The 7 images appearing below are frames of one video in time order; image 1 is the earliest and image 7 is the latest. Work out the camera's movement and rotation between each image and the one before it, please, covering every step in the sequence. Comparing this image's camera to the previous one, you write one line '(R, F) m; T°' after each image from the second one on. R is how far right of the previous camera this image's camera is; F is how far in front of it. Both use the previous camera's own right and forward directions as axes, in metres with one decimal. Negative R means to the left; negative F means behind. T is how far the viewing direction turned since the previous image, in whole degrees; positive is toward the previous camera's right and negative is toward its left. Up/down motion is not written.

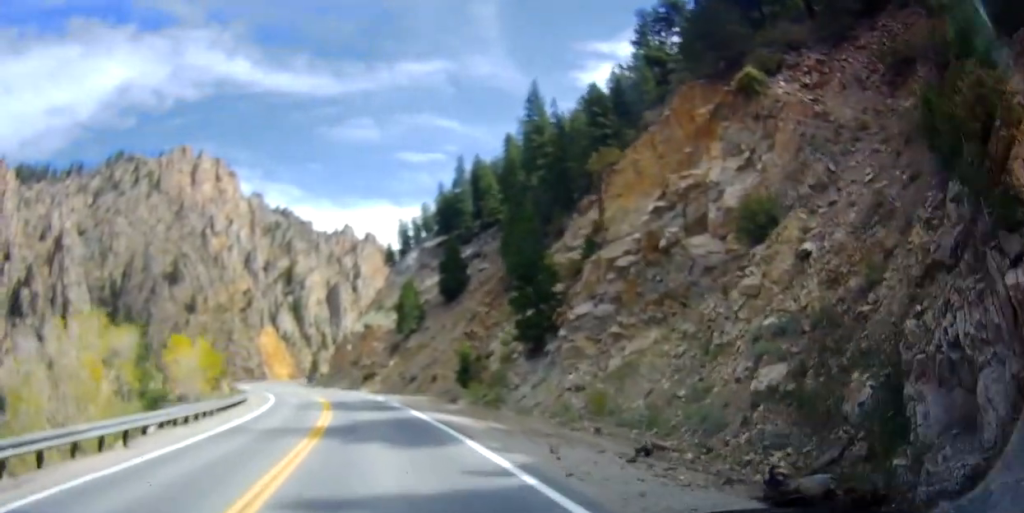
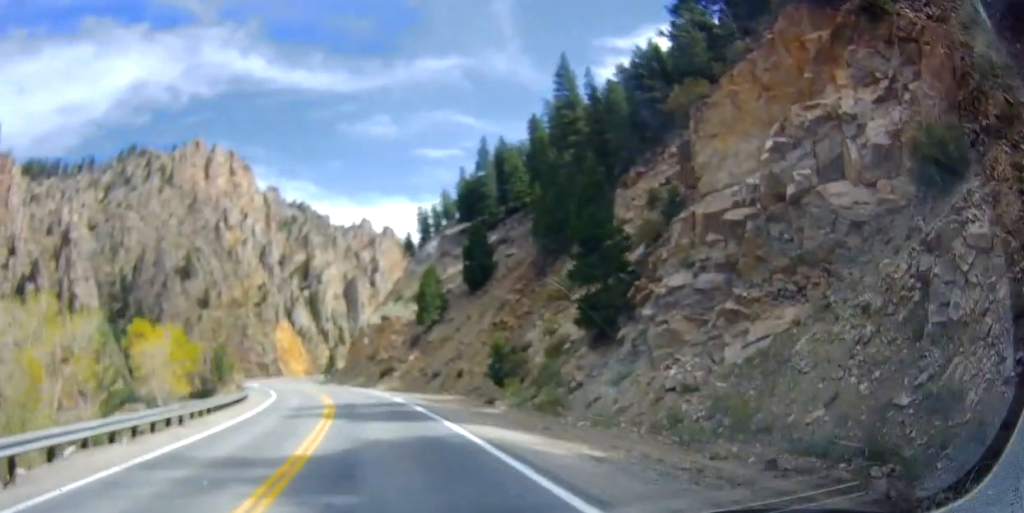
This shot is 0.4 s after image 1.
(-0.1, +7.6) m; -1°
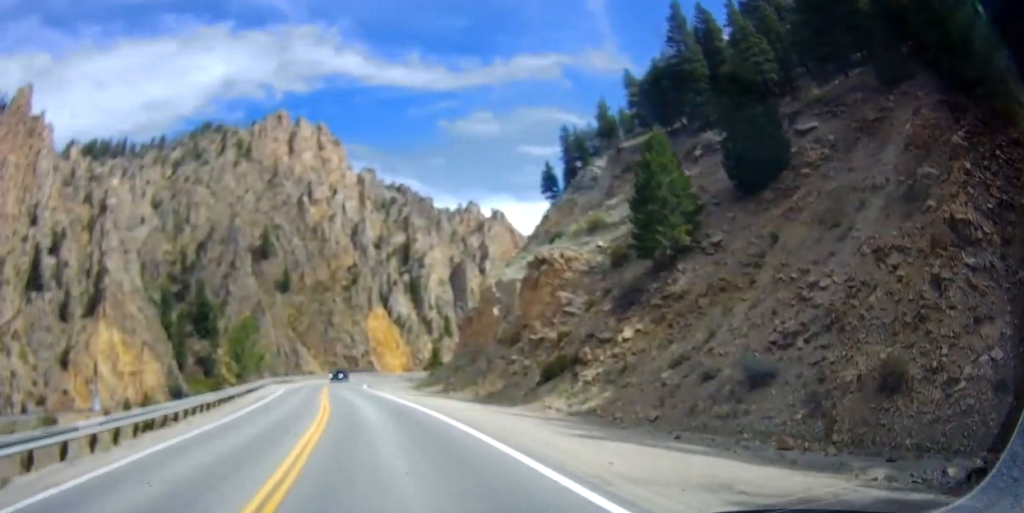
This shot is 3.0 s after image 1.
(-3.8, +46.5) m; -10°
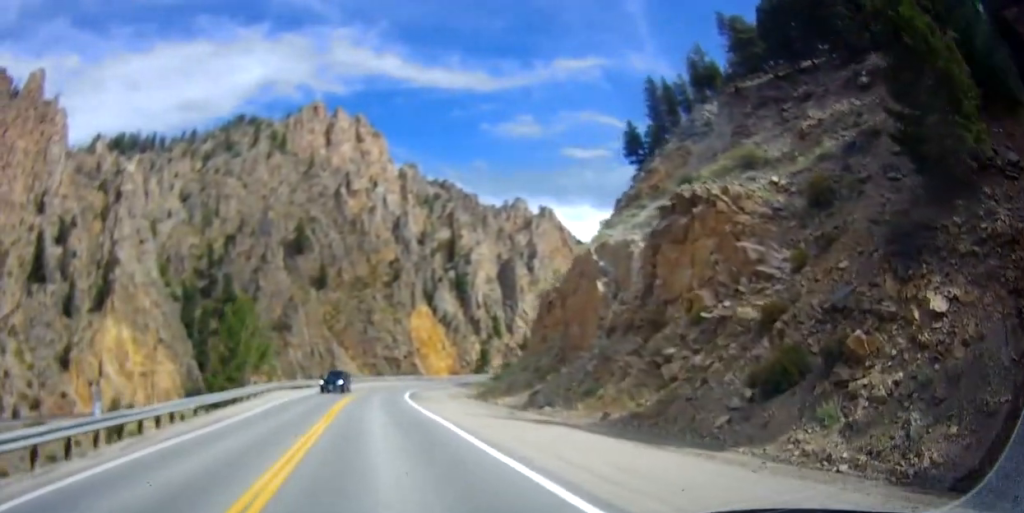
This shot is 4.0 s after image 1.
(-0.5, +18.8) m; -4°
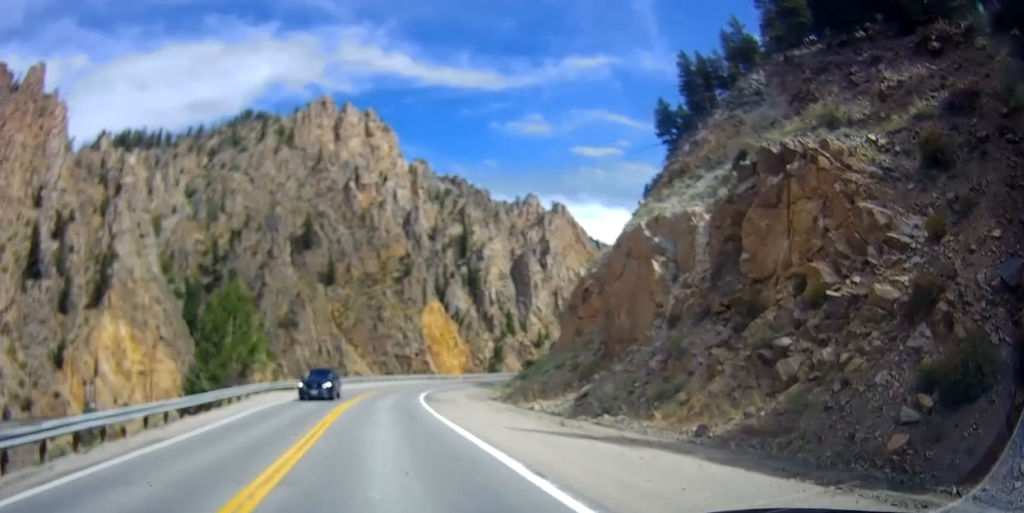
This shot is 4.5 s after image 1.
(-0.3, +7.4) m; -1°
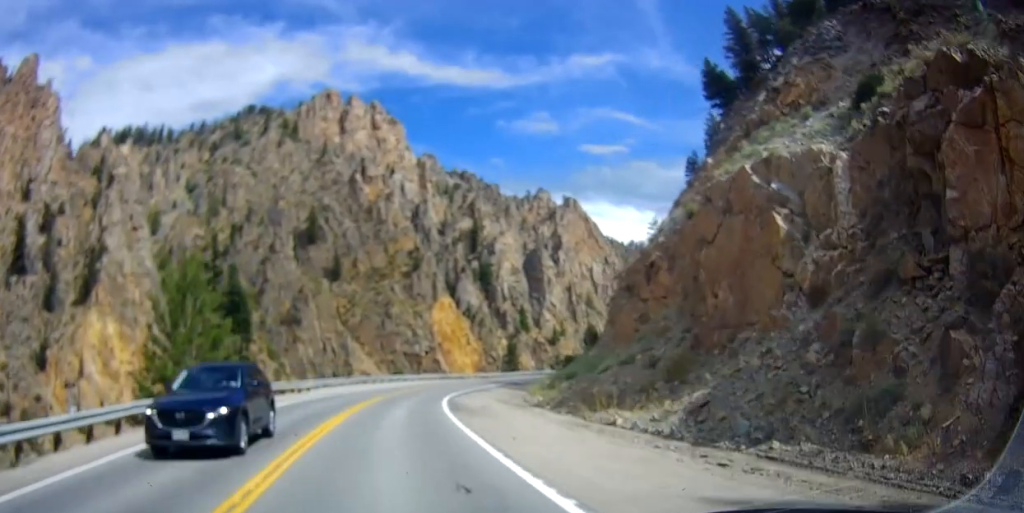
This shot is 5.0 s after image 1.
(-0.1, +10.8) m; -1°
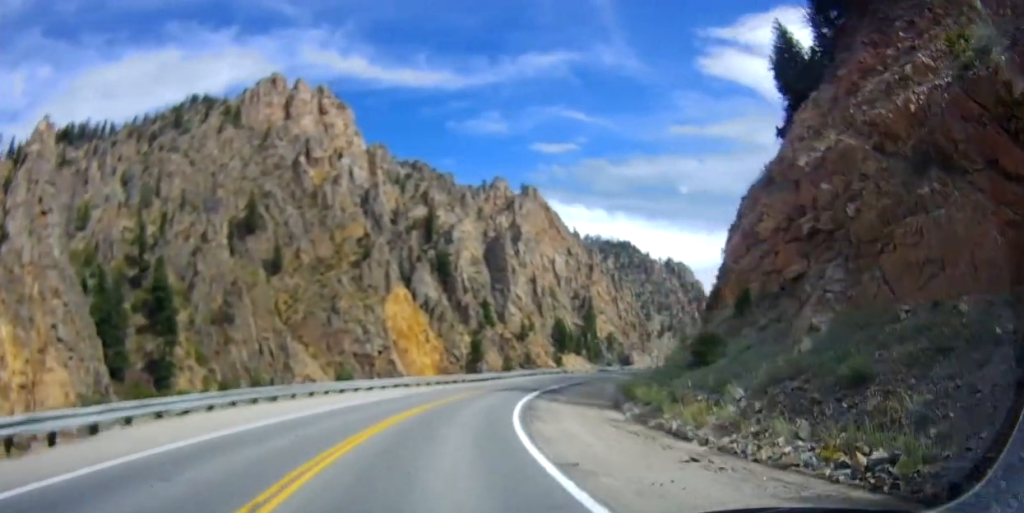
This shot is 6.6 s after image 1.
(-0.1, +28.6) m; +3°
